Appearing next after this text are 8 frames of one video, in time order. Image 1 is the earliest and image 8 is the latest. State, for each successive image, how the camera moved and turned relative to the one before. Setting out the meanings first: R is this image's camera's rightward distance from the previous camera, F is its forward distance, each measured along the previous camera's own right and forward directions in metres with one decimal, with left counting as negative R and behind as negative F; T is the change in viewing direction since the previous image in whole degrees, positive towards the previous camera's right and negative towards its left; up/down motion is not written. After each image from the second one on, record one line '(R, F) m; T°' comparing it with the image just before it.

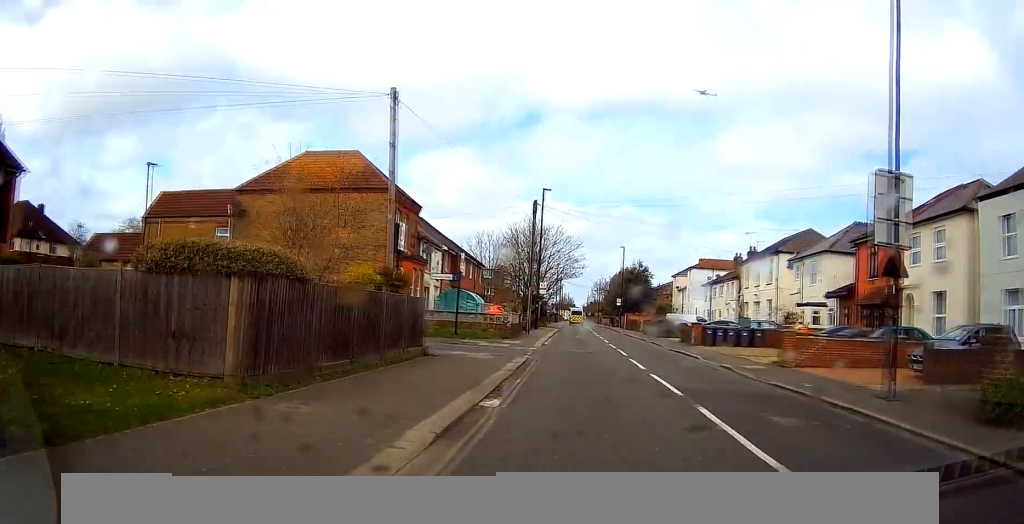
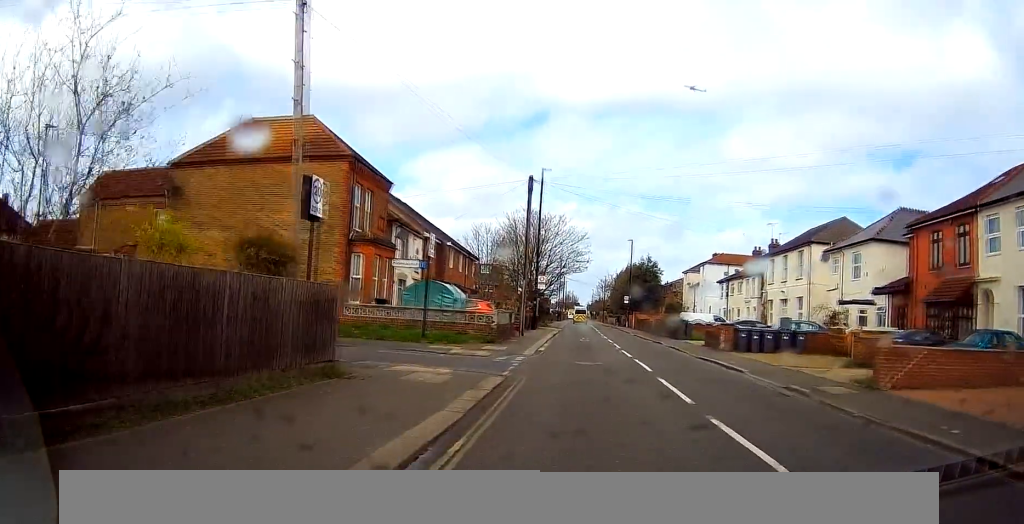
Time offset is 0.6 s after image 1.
(+0.1, +6.7) m; 0°
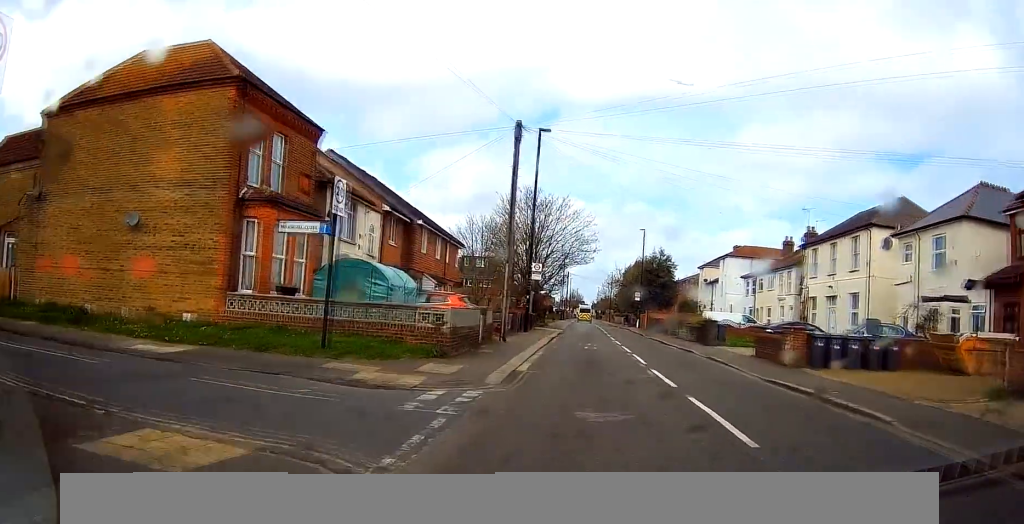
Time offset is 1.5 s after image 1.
(+0.1, +9.3) m; 0°
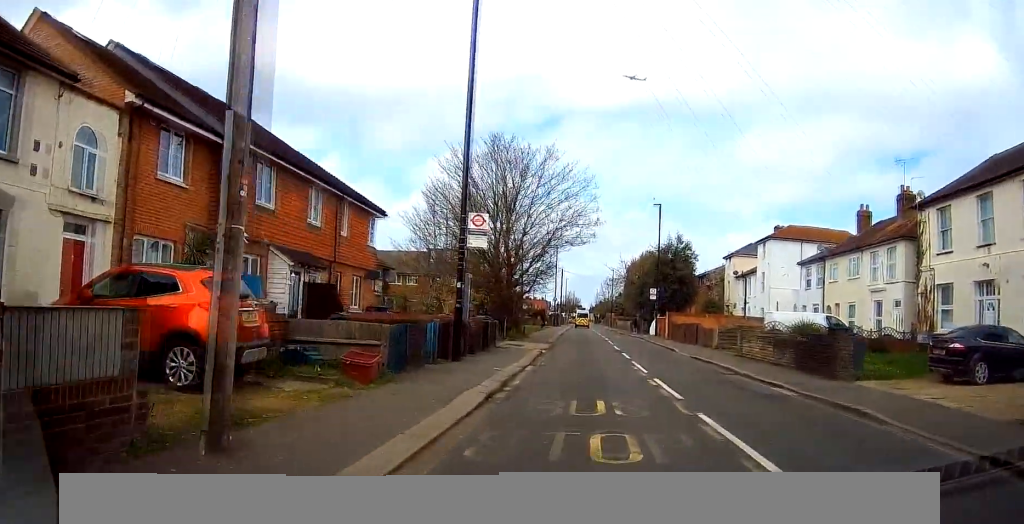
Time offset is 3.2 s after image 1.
(-0.1, +18.9) m; 0°
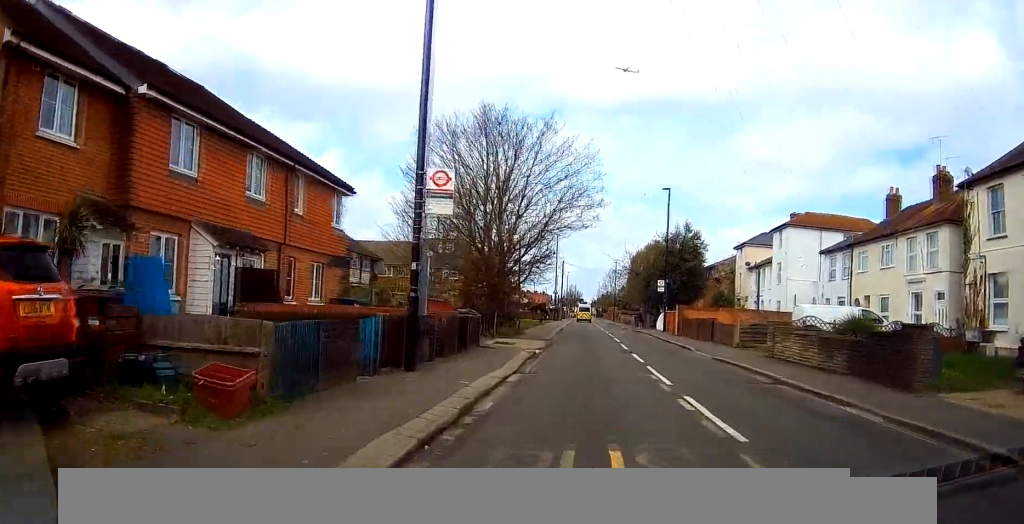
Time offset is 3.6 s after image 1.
(0.0, +4.5) m; 0°
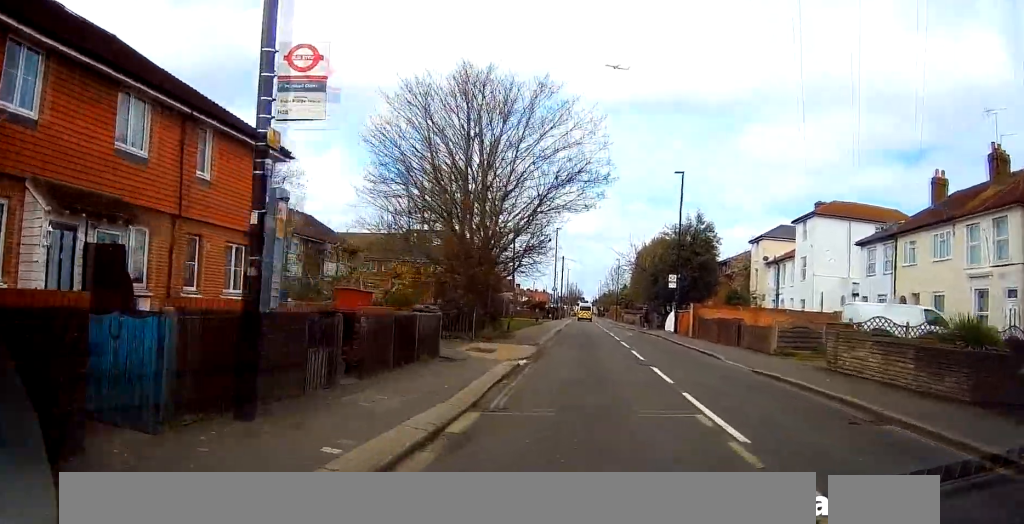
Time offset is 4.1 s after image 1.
(0.0, +6.0) m; 0°
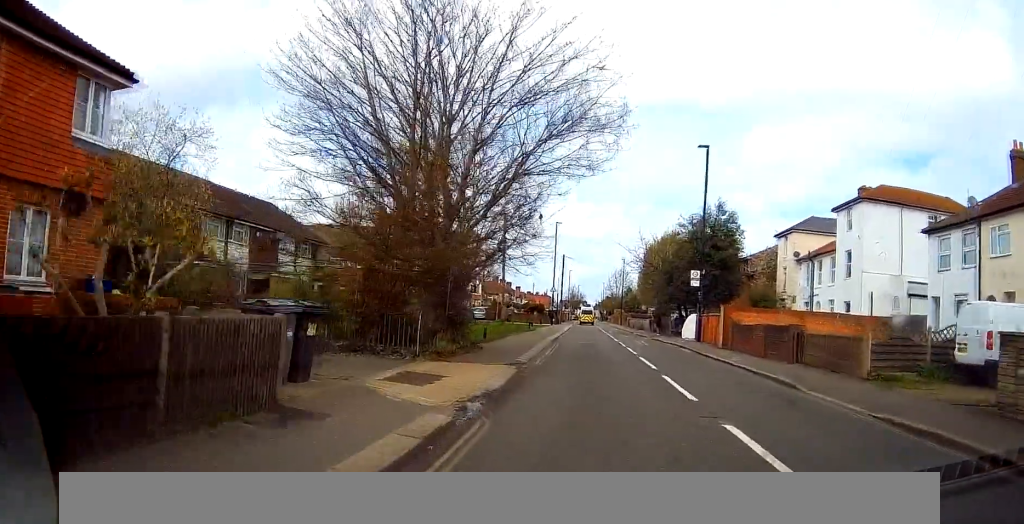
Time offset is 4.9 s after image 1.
(0.0, +8.1) m; 0°
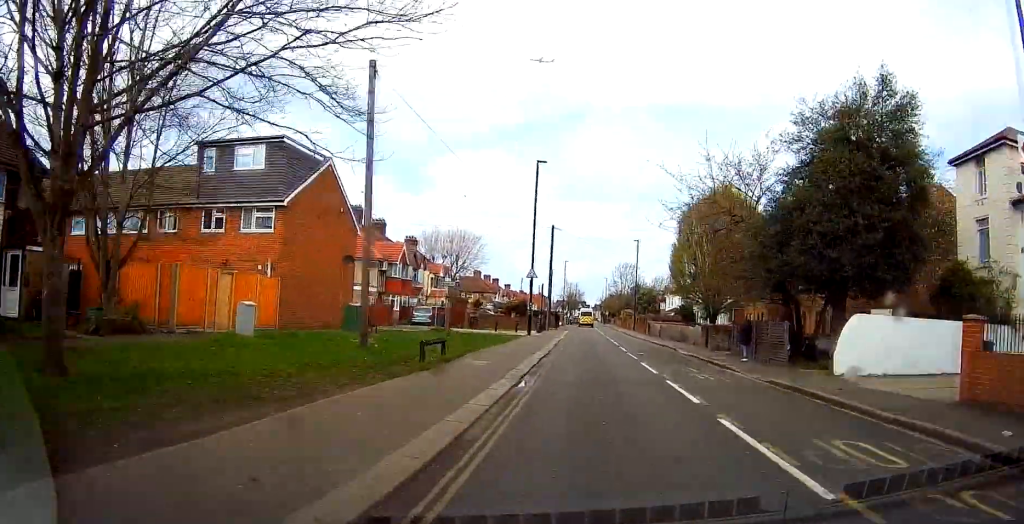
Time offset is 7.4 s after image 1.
(-0.6, +28.1) m; -1°
